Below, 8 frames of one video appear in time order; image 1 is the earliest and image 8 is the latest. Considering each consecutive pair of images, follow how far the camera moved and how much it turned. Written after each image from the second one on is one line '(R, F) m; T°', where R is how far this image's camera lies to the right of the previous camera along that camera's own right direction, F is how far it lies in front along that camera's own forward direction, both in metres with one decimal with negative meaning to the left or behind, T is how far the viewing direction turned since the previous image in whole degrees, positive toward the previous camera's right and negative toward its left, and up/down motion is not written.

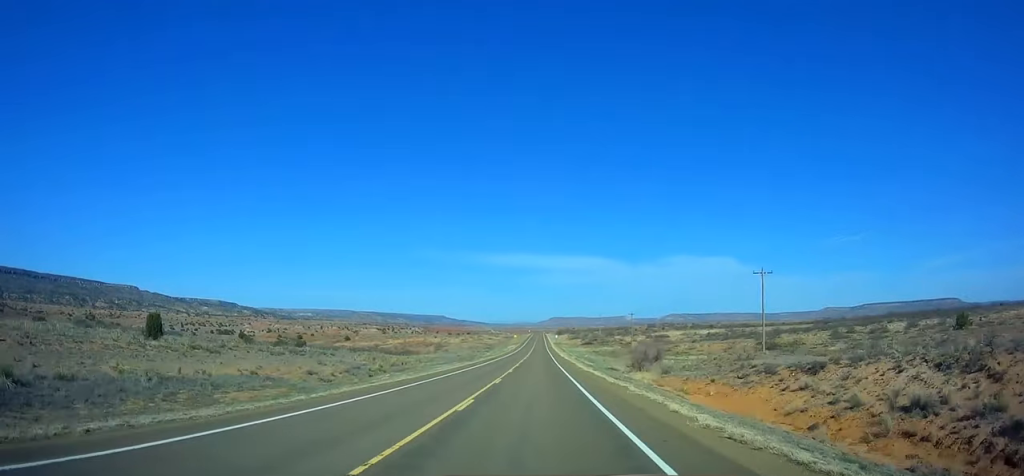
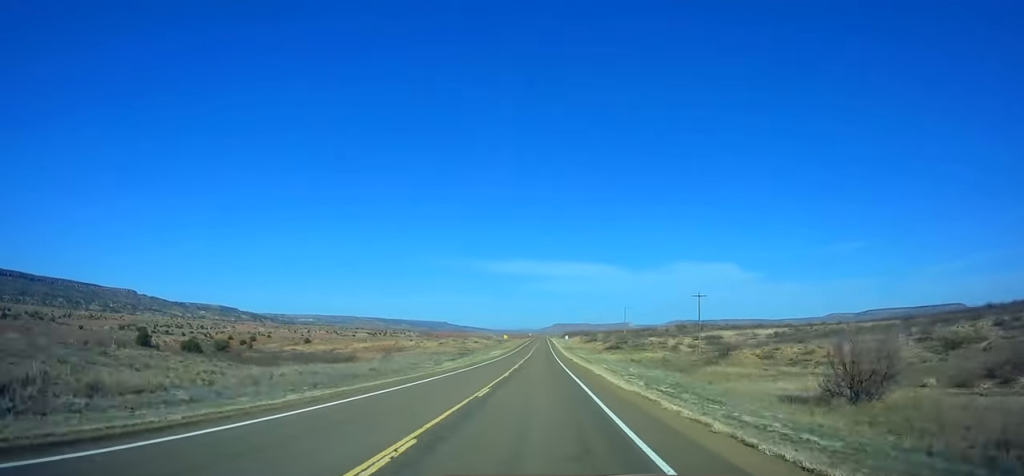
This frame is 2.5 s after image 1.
(+0.4, +69.2) m; +1°
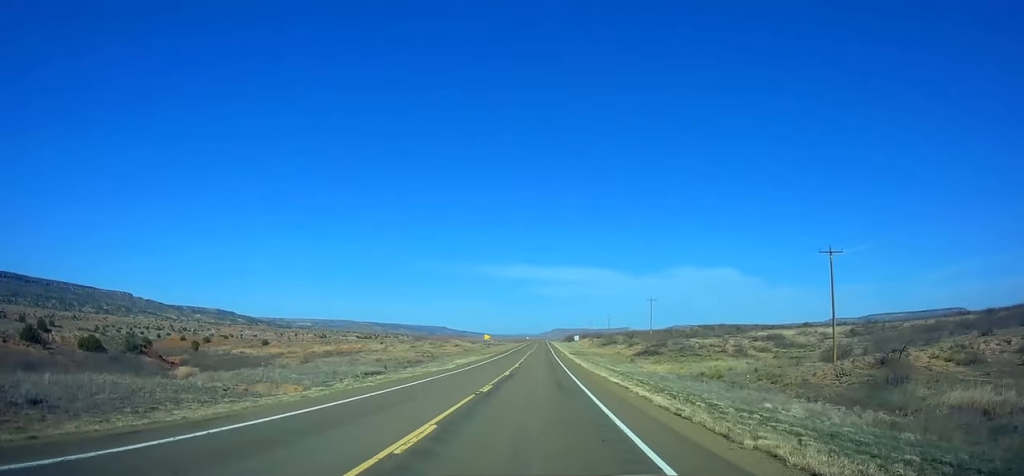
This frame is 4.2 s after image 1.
(+0.1, +46.8) m; 0°
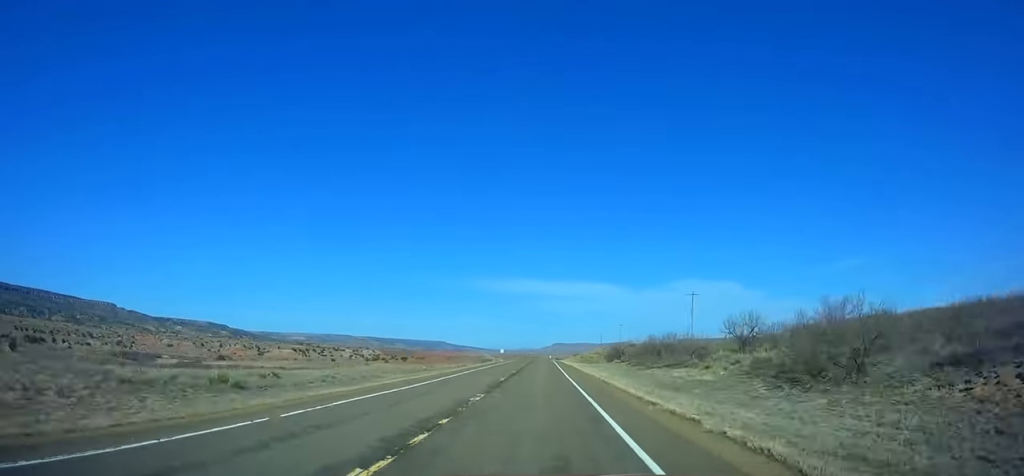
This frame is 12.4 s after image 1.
(-1.6, +224.0) m; -1°
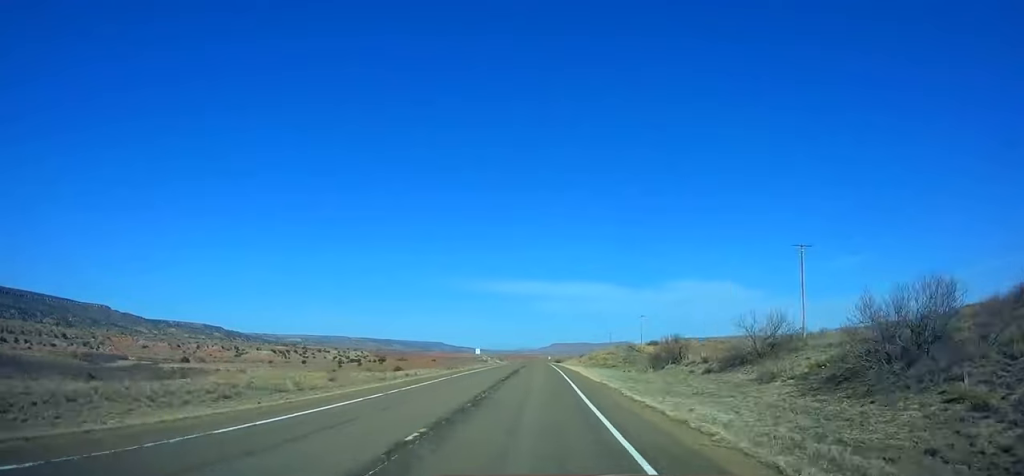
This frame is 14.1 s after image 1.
(-0.1, +46.3) m; 0°
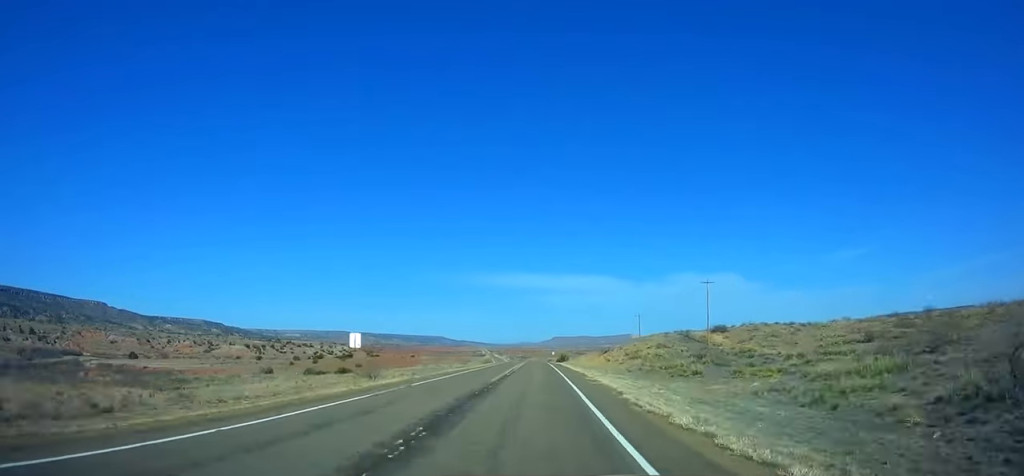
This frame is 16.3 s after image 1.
(+0.6, +60.2) m; 0°
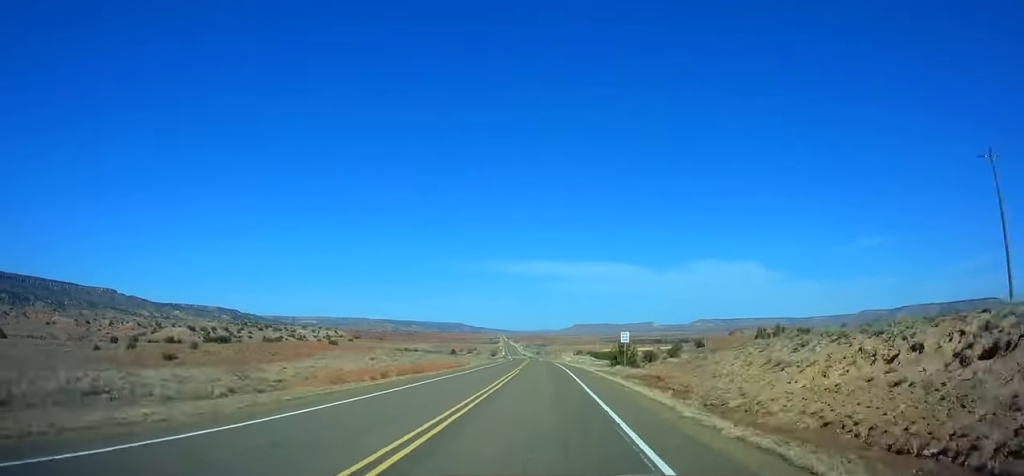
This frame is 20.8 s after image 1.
(-2.1, +123.9) m; -2°
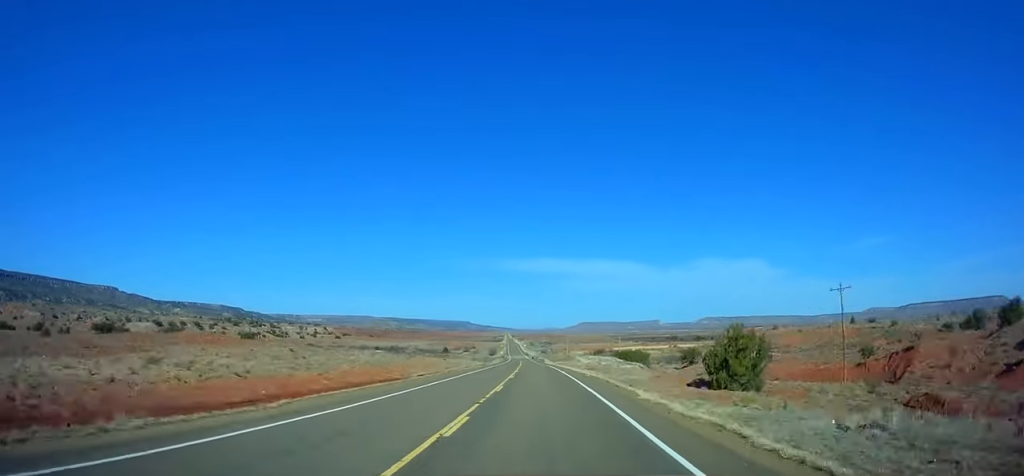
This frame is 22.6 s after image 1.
(-0.4, +49.9) m; -1°
